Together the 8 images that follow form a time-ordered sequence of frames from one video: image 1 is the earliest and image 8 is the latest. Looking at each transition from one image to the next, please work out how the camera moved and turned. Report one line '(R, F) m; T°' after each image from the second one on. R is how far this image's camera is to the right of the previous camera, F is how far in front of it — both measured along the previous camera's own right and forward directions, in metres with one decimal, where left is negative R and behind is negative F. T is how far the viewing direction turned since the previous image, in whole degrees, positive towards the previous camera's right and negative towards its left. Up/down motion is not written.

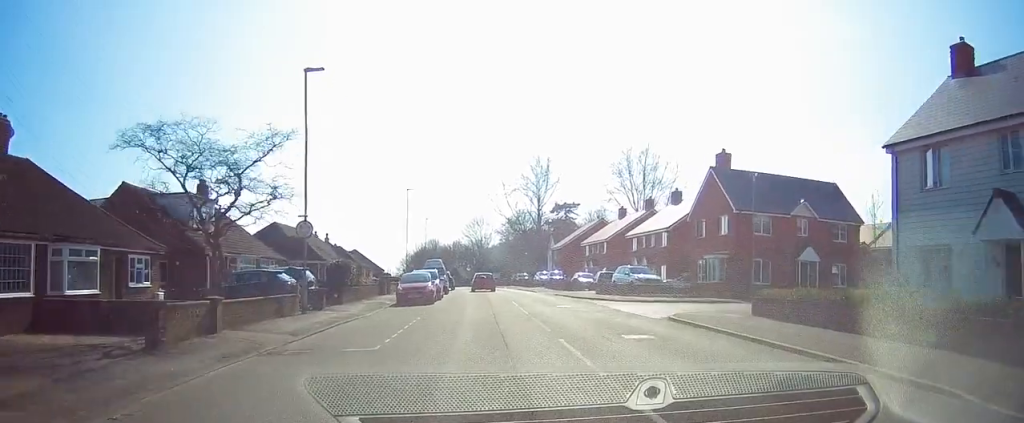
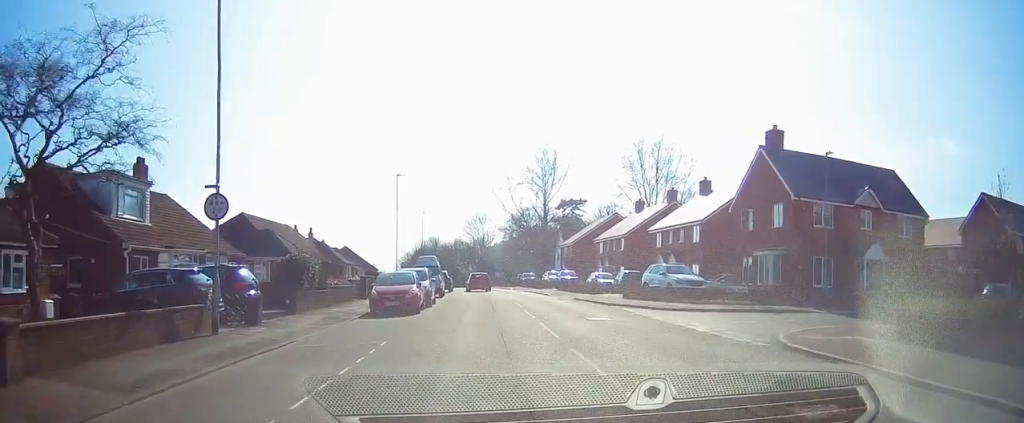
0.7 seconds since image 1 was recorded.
(0.0, +7.5) m; 0°
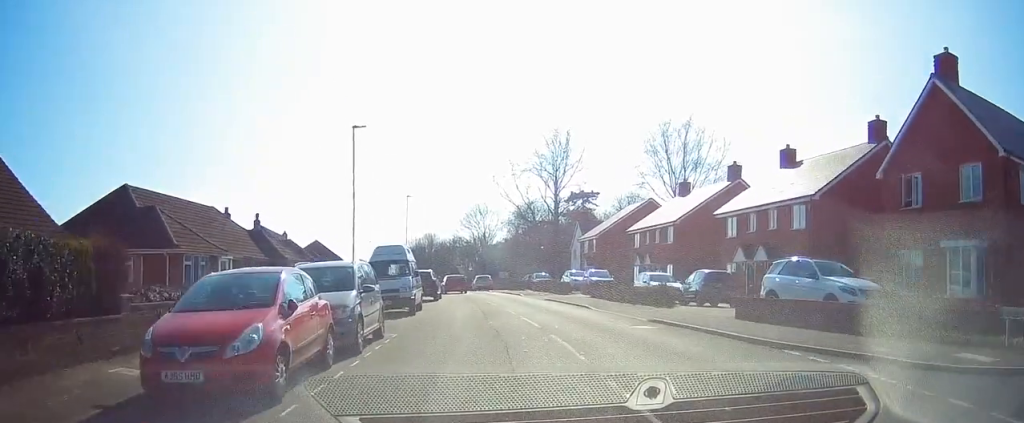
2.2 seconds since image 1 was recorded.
(+0.2, +15.9) m; -1°
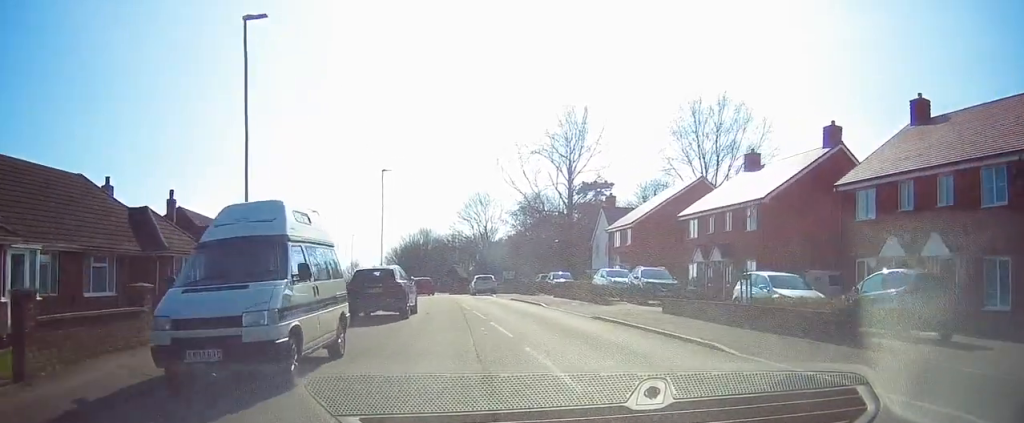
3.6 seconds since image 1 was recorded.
(-0.5, +14.4) m; 0°
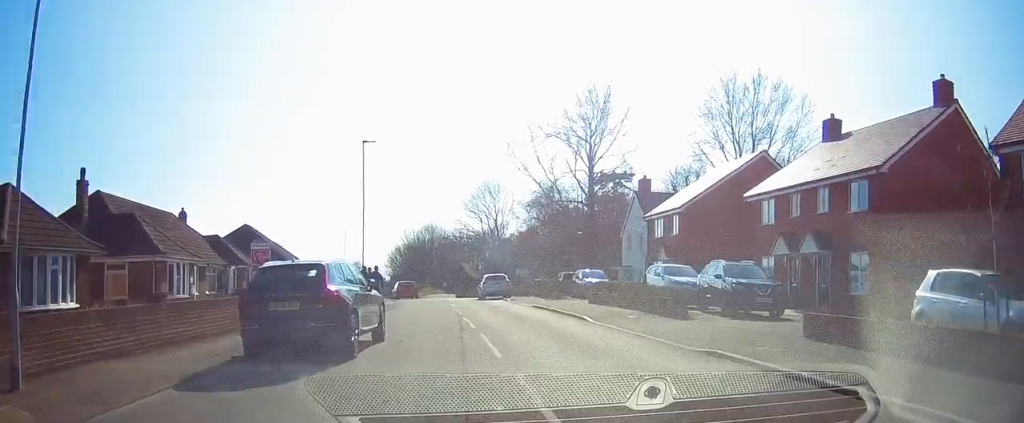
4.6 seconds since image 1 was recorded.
(+0.5, +9.7) m; +2°
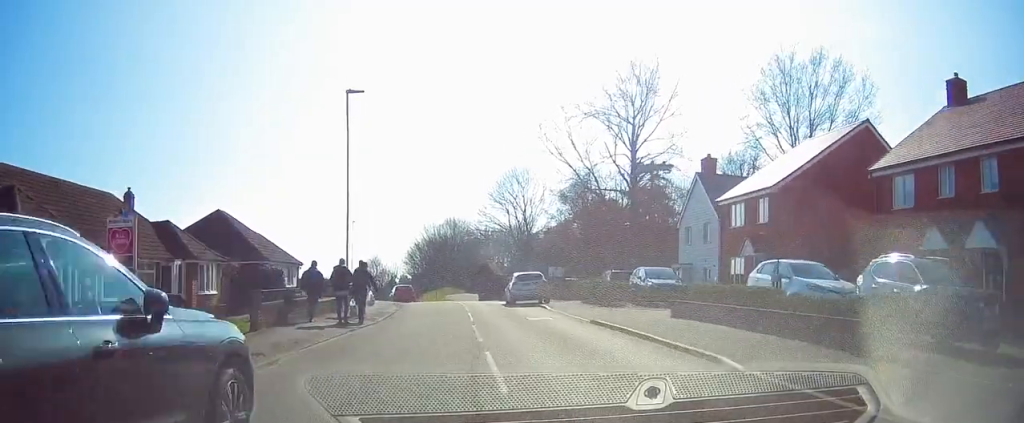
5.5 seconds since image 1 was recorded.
(-0.2, +9.2) m; -3°
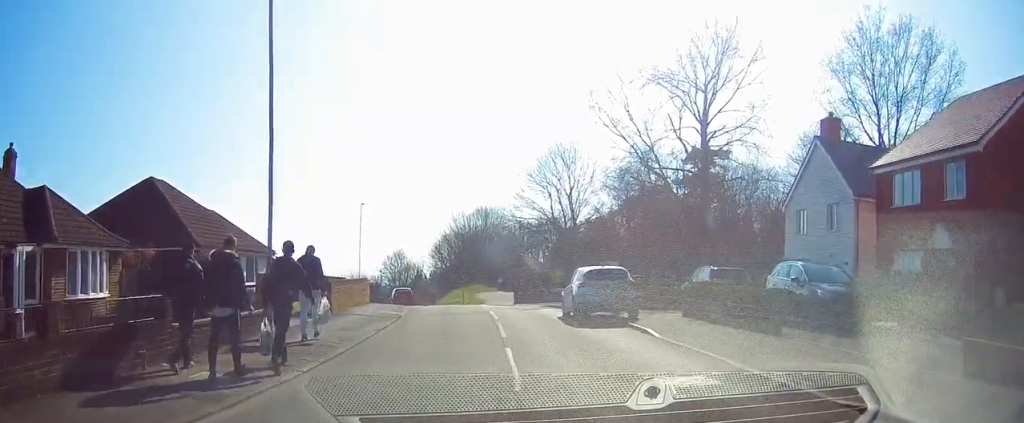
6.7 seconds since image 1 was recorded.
(-0.4, +11.7) m; -5°
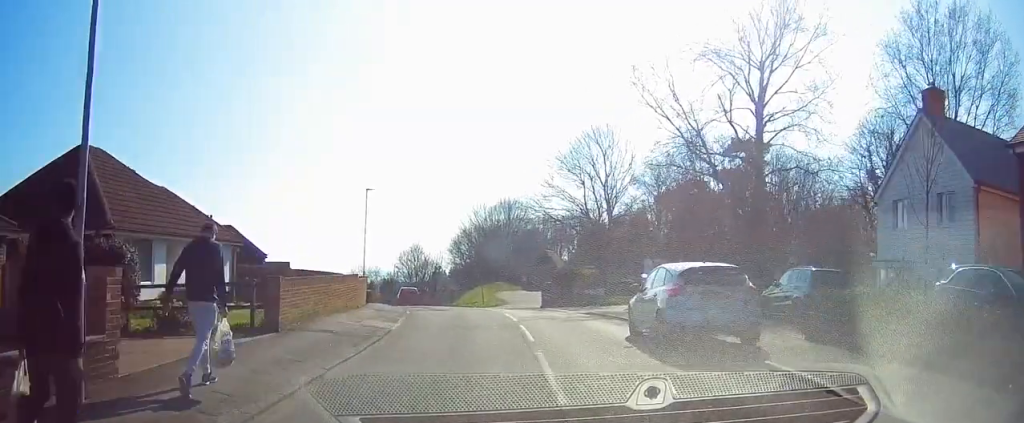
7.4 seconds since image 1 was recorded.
(-0.4, +7.0) m; -1°
